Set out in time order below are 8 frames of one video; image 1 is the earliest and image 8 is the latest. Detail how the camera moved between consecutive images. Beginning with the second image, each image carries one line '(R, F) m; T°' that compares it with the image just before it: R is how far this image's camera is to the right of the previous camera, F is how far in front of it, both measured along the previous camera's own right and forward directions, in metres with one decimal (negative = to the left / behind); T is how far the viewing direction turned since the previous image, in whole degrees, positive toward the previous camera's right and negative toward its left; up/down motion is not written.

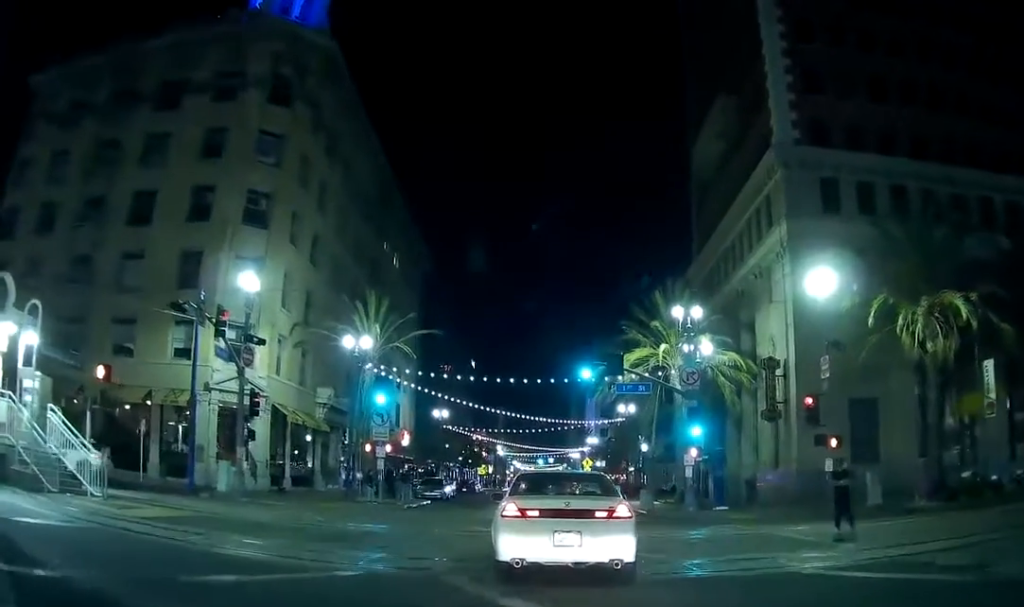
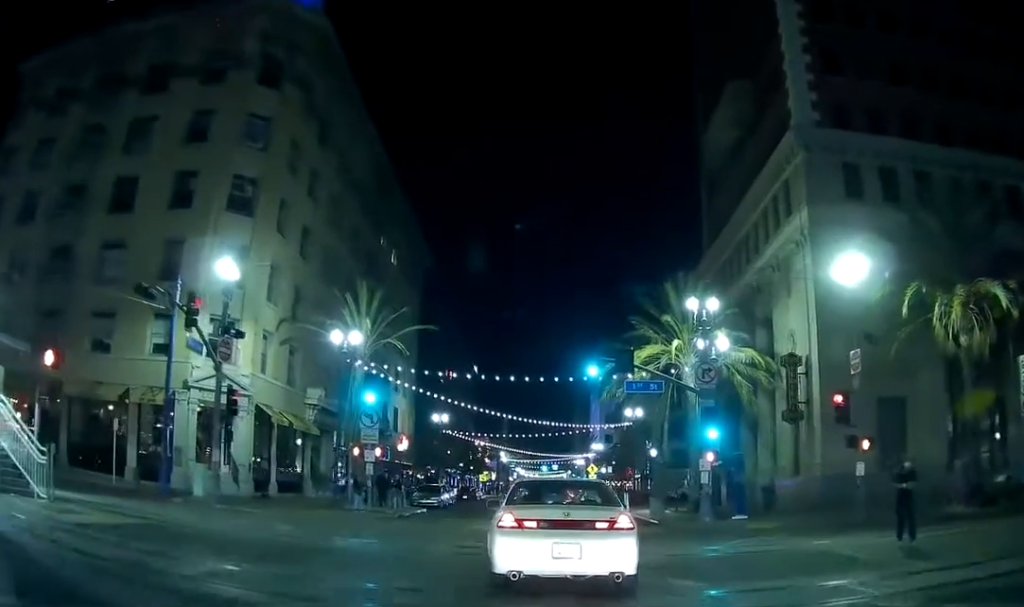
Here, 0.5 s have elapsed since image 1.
(0.0, +2.9) m; 0°
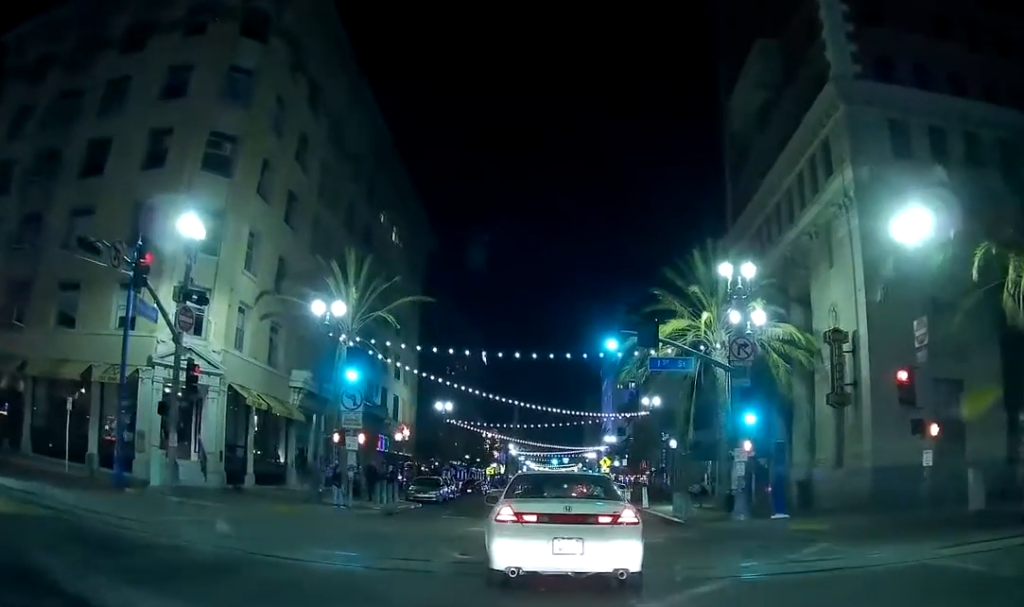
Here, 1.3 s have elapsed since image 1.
(0.0, +4.9) m; 0°
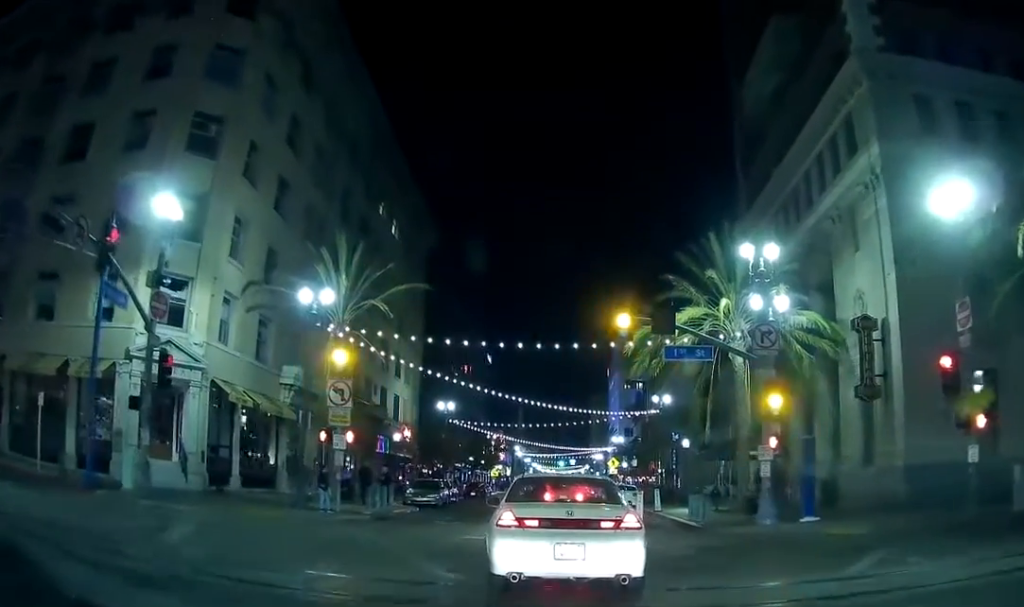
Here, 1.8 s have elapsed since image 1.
(0.0, +2.6) m; 0°
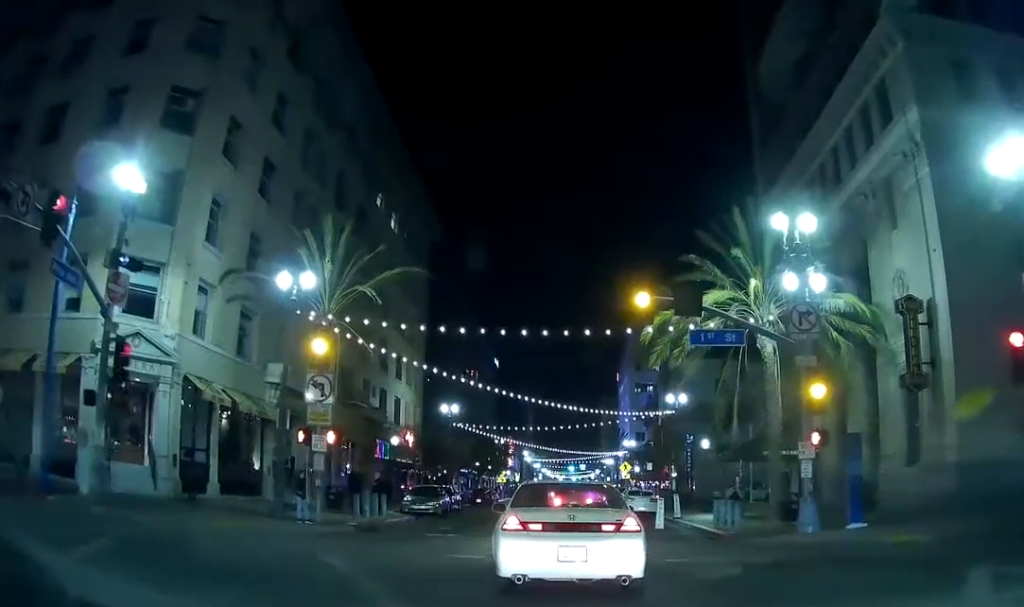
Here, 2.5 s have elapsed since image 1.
(0.0, +3.6) m; 0°
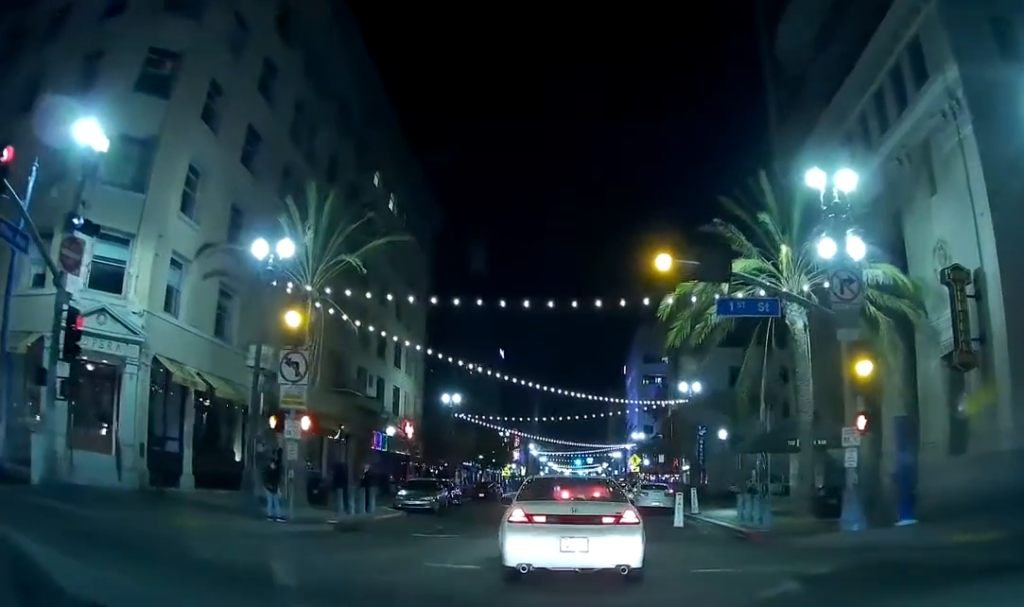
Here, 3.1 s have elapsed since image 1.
(0.0, +3.0) m; 0°
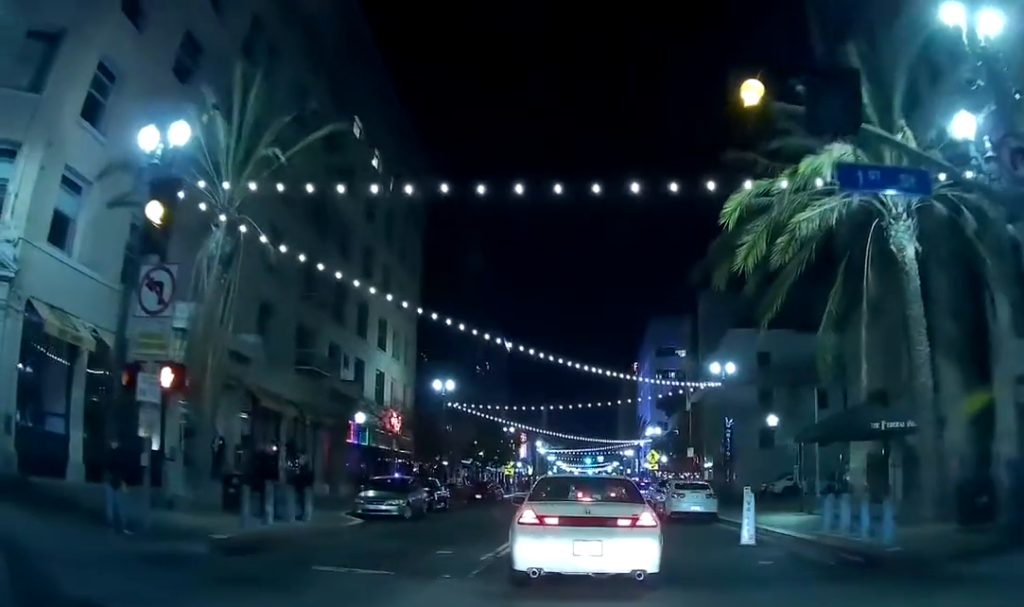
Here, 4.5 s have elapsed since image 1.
(0.0, +7.1) m; 0°
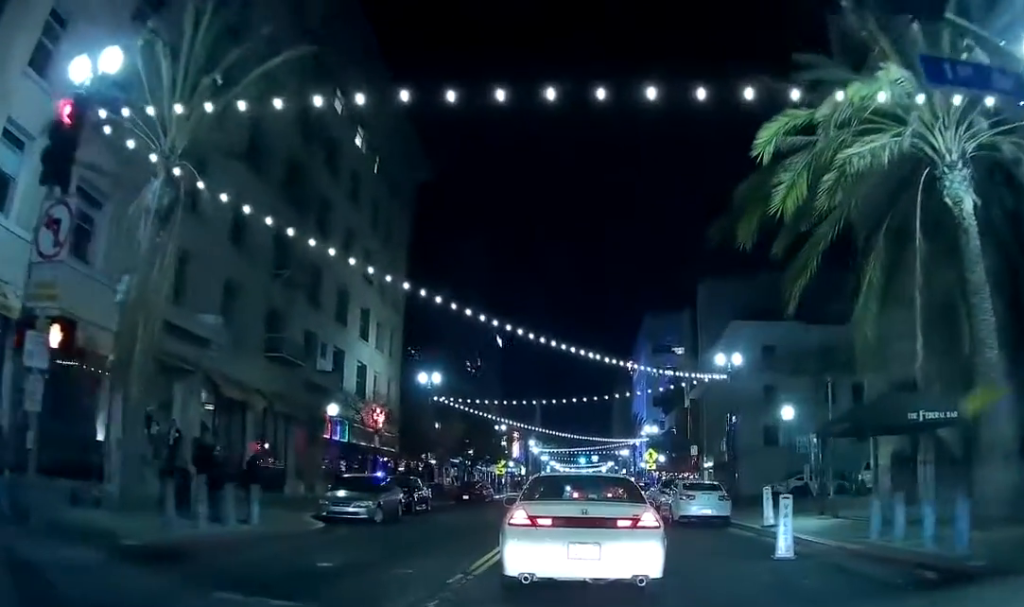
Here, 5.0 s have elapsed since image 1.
(0.0, +2.5) m; 0°
